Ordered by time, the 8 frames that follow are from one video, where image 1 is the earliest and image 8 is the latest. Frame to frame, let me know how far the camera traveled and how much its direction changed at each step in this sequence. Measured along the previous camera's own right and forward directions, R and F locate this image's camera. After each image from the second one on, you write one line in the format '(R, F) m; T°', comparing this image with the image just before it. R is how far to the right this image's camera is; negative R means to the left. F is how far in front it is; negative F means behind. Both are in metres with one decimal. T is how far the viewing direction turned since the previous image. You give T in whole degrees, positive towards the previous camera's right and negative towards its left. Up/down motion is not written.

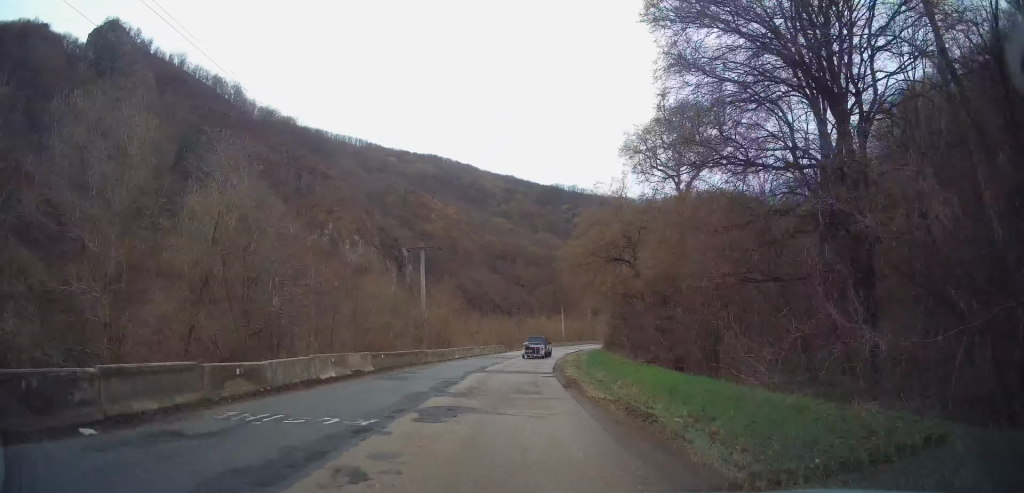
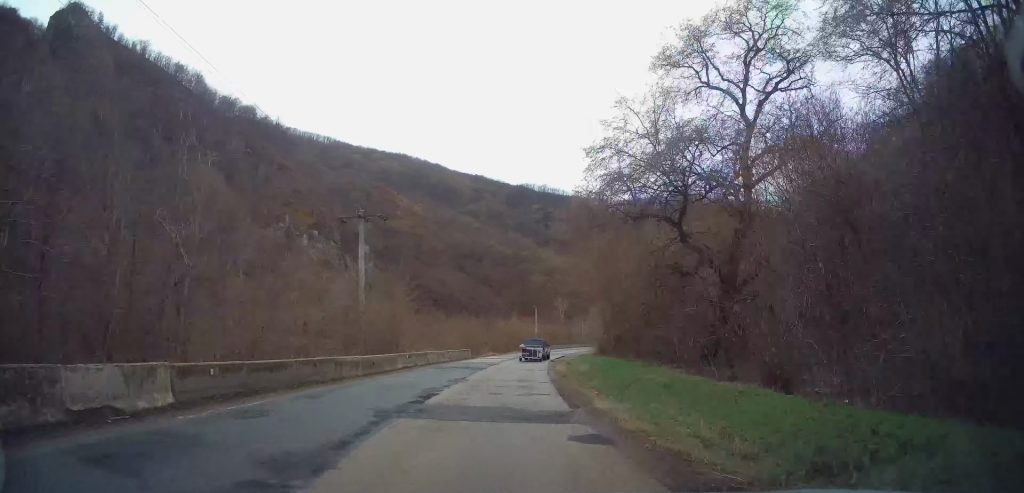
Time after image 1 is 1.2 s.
(+0.6, +13.3) m; +6°
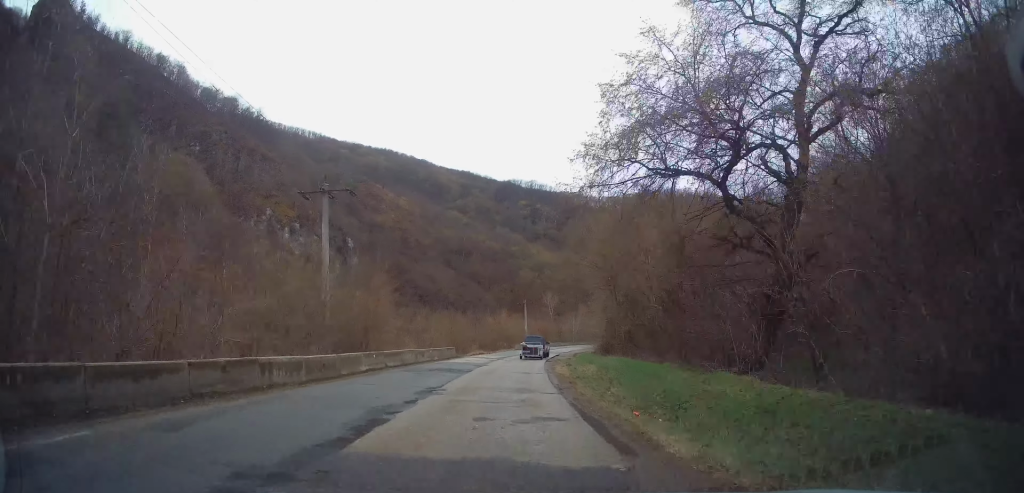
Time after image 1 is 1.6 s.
(+0.1, +5.5) m; +2°
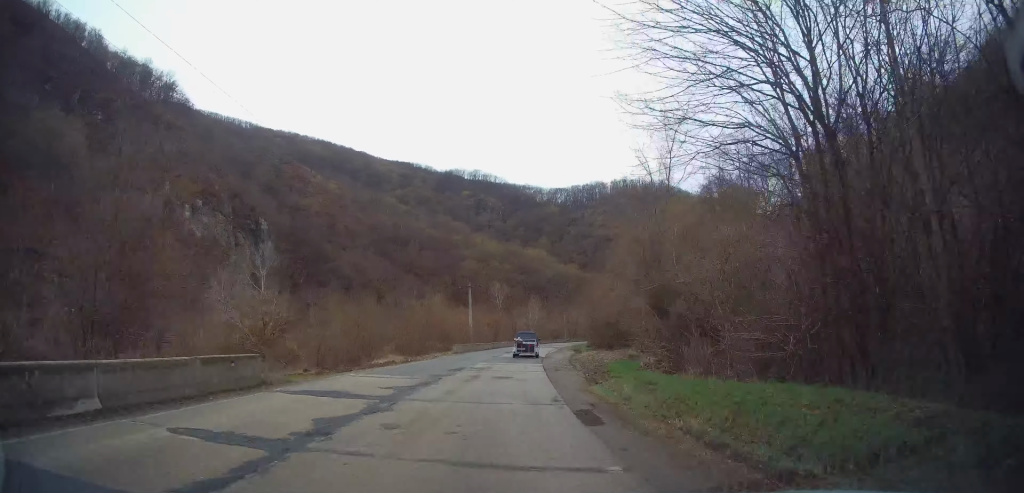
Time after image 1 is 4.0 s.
(+1.2, +29.1) m; +4°
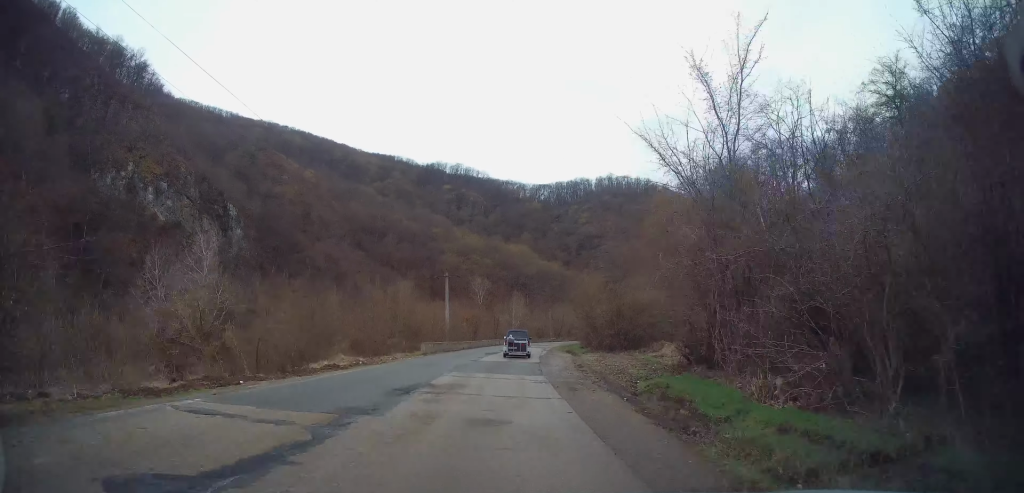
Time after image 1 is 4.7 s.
(+0.1, +9.1) m; +2°
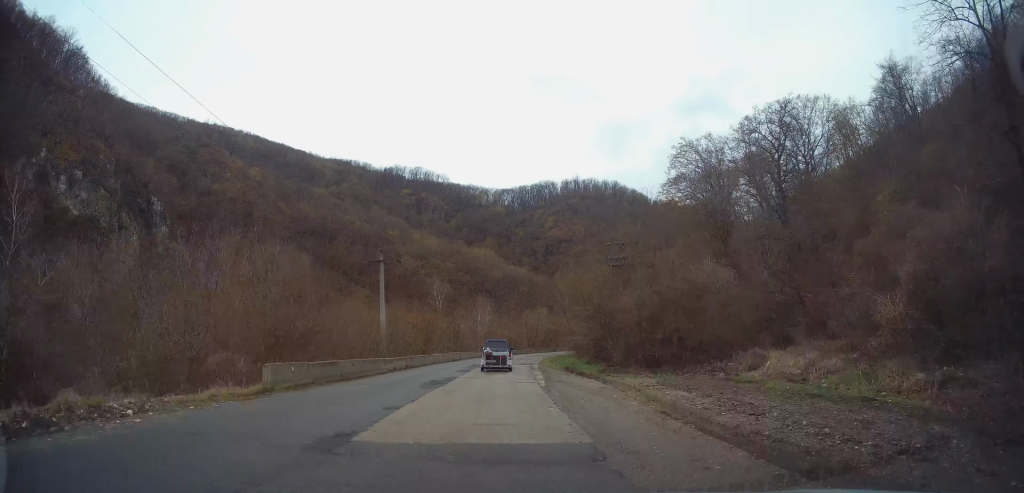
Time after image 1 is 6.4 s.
(+0.7, +20.7) m; +2°
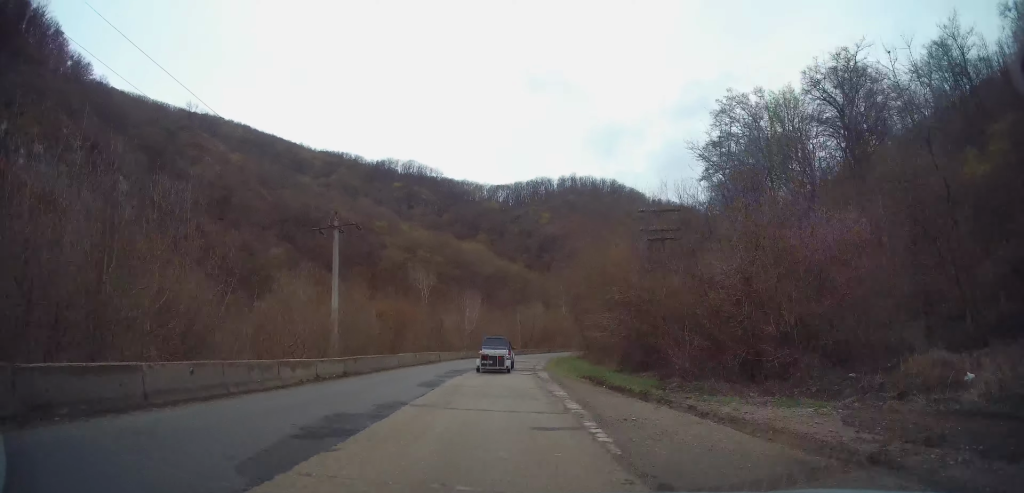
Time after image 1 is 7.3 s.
(0.0, +11.4) m; +2°
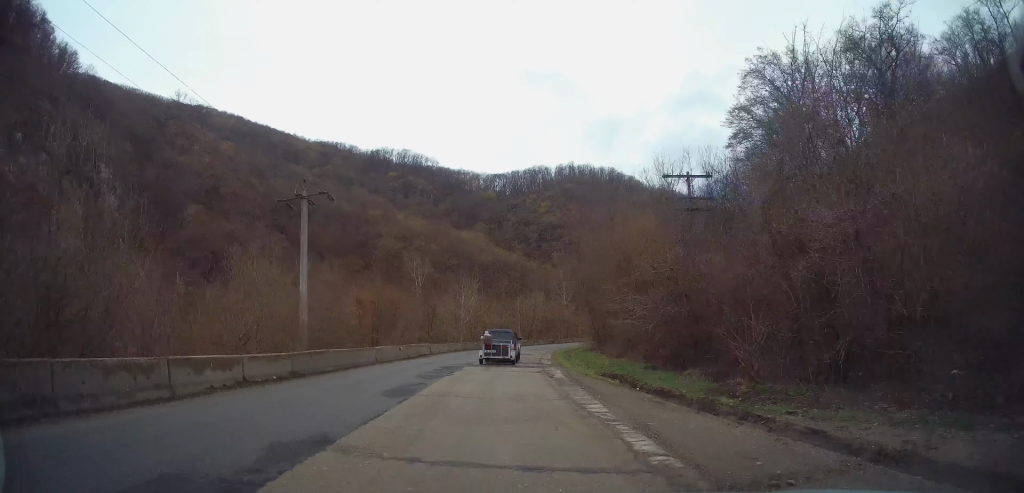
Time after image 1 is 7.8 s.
(+0.2, +5.1) m; +1°
